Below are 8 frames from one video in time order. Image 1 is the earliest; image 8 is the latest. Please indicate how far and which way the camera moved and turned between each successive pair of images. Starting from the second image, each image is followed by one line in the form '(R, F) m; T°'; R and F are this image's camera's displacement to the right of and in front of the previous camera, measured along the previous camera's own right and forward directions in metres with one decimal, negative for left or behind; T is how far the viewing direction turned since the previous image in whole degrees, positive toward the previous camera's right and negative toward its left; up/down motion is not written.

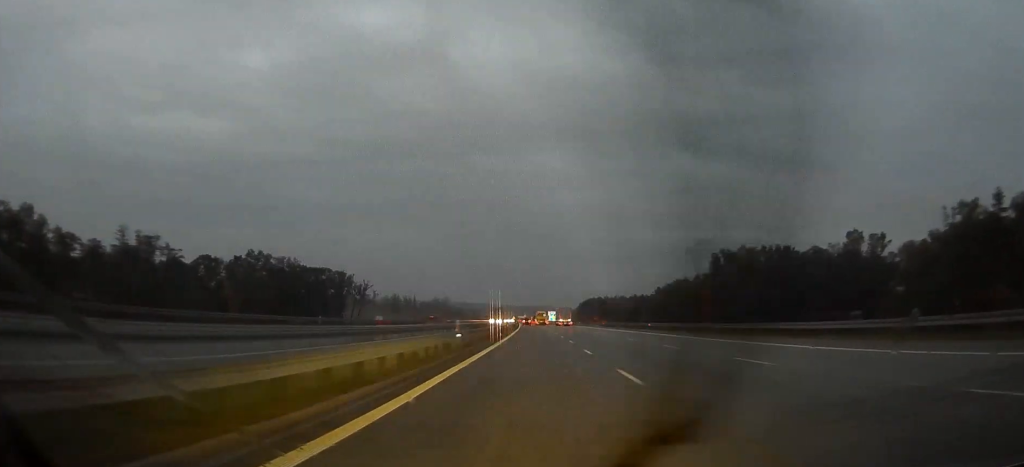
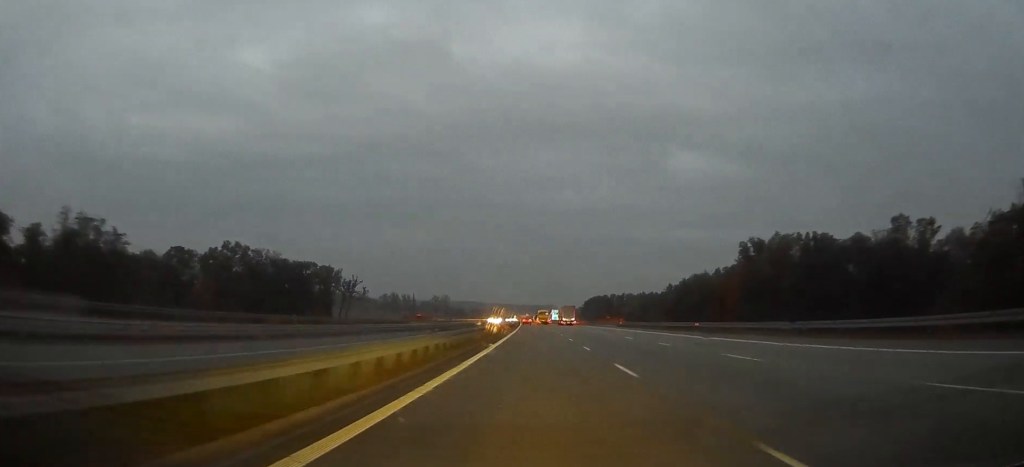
(0.0, +22.5) m; 0°
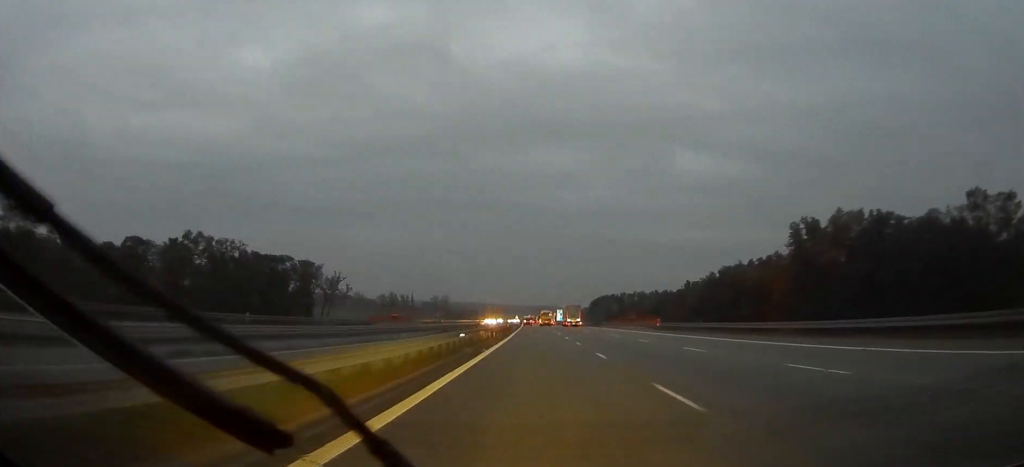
(-0.1, +29.5) m; 0°
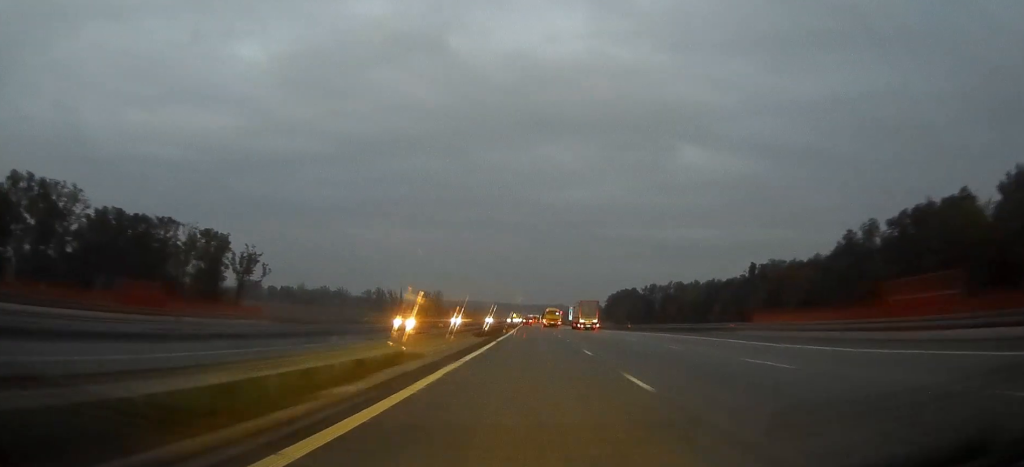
(-0.4, +81.2) m; 0°
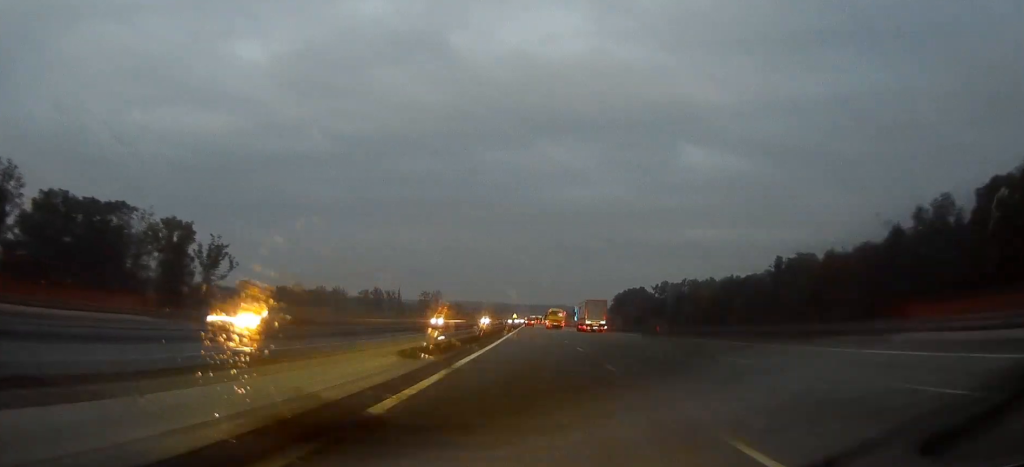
(0.0, +20.9) m; 0°
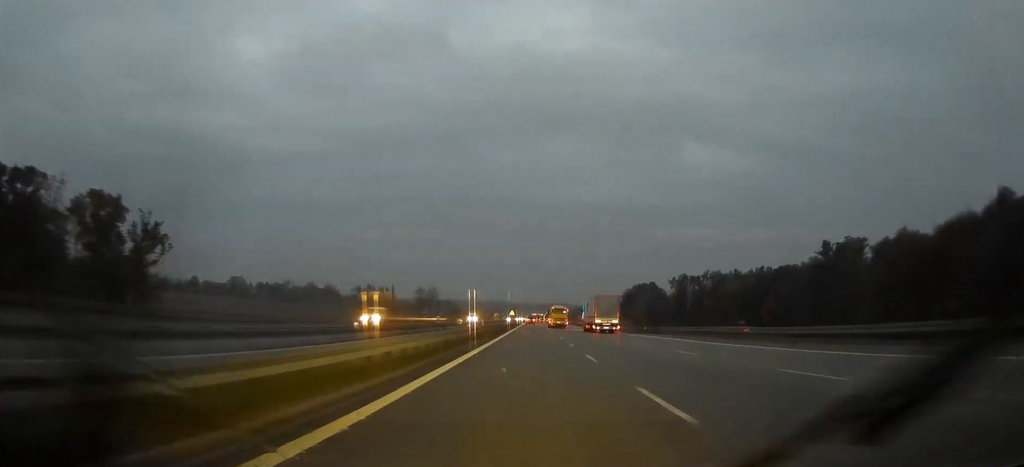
(-0.1, +30.6) m; 0°
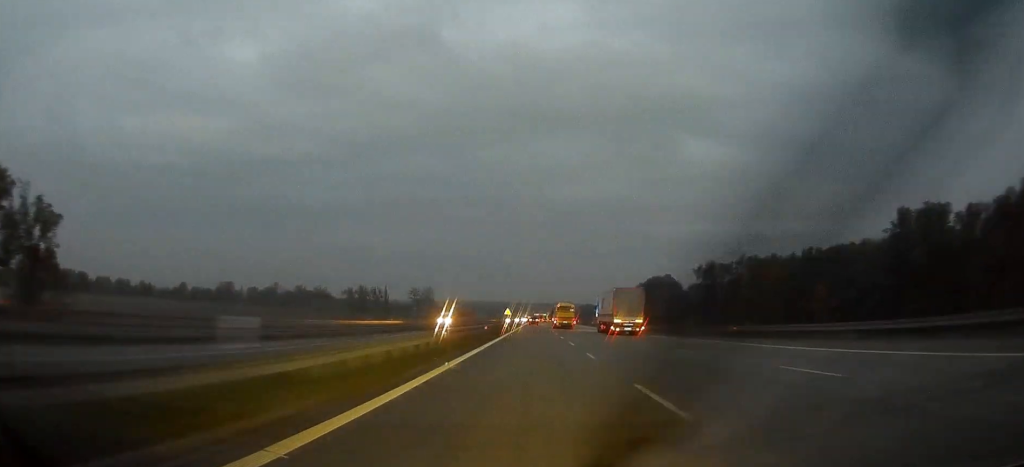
(0.0, +35.9) m; 0°
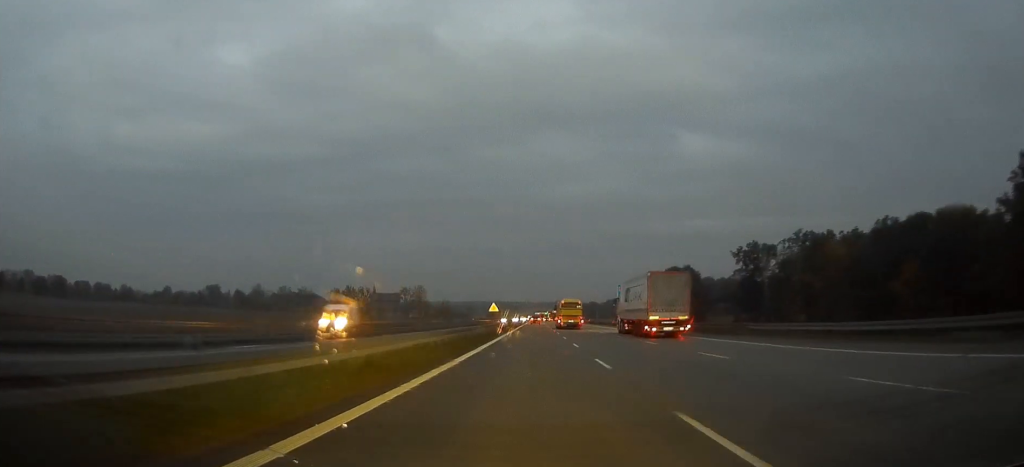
(-0.1, +39.8) m; 0°
